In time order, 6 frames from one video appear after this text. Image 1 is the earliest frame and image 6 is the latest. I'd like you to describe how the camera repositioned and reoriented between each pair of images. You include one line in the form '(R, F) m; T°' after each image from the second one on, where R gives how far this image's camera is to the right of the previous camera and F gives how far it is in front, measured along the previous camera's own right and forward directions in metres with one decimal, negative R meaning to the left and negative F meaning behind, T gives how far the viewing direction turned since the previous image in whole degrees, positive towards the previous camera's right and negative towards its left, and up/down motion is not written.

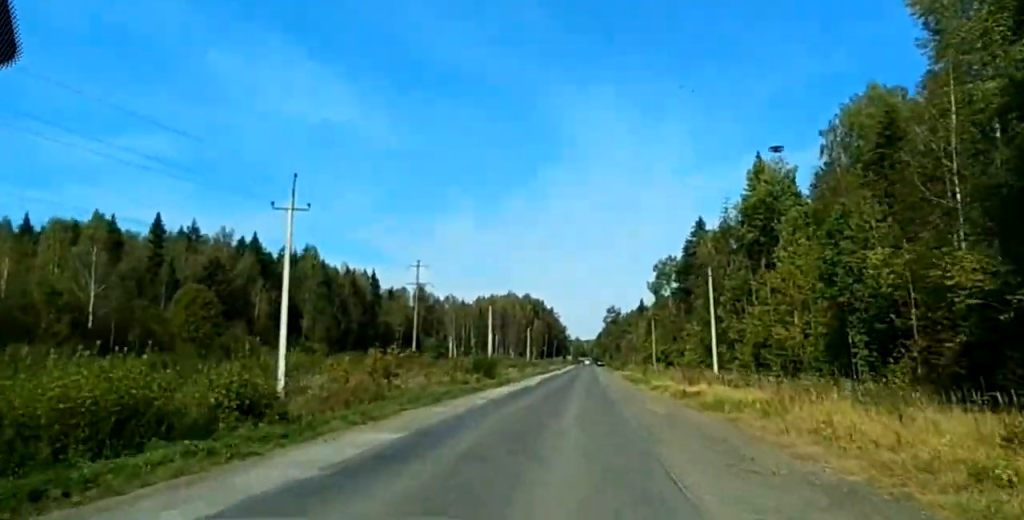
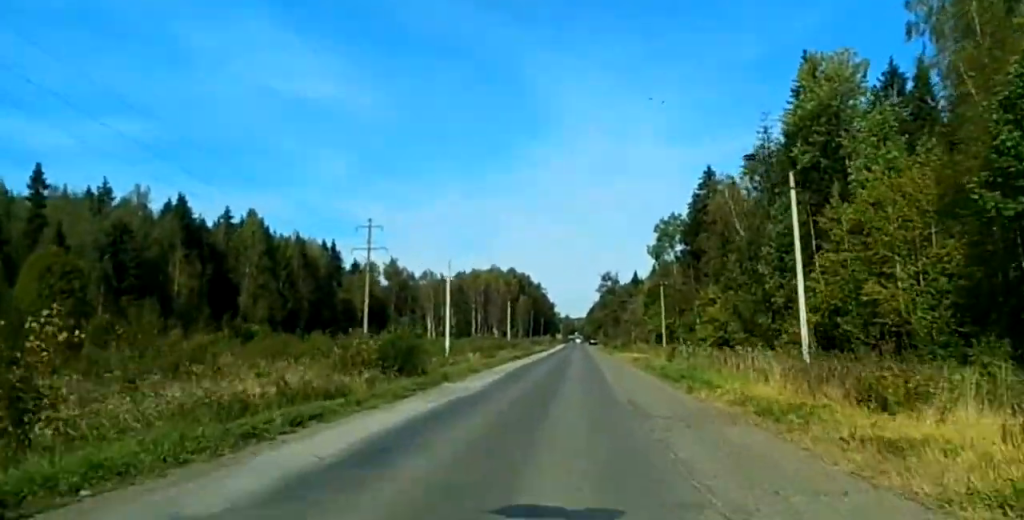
(+0.3, +30.4) m; 0°
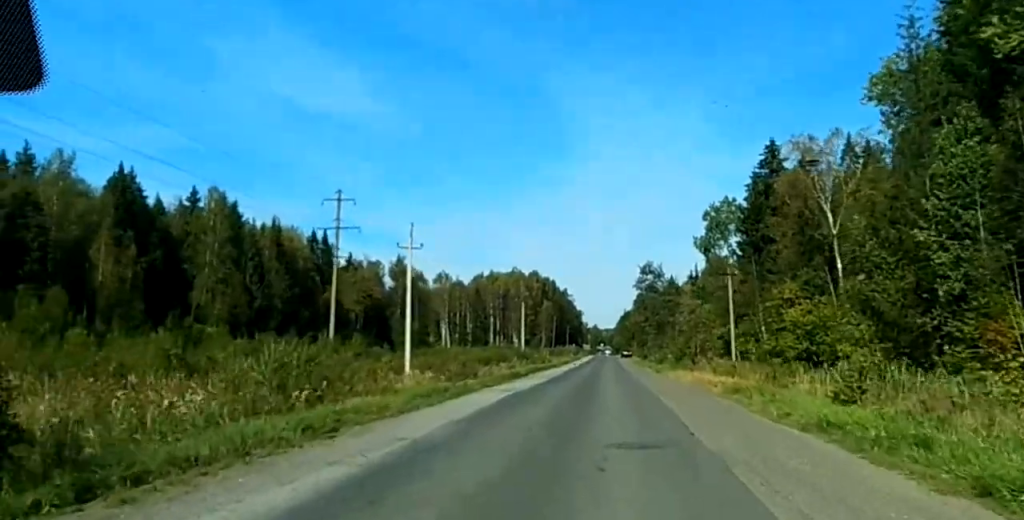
(-0.3, +32.3) m; 0°
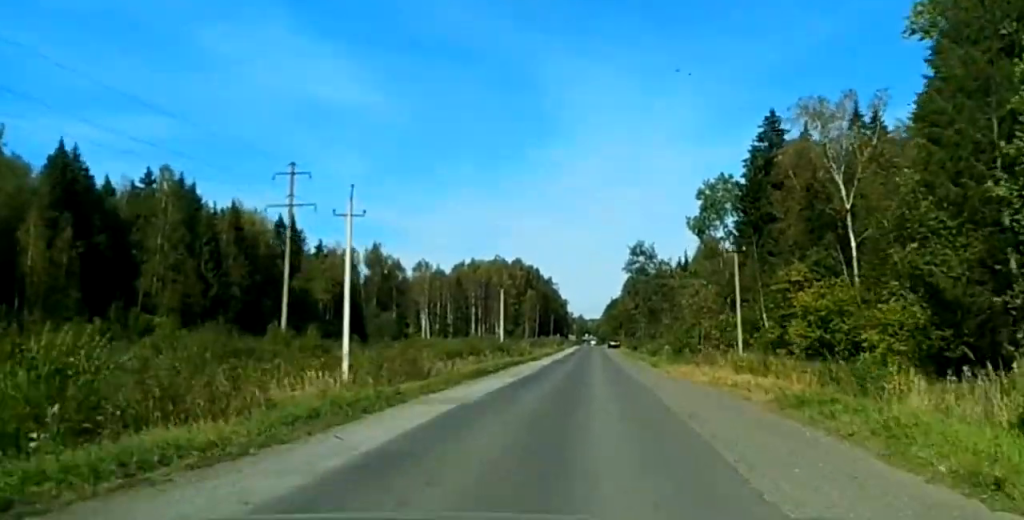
(0.0, +10.7) m; 0°
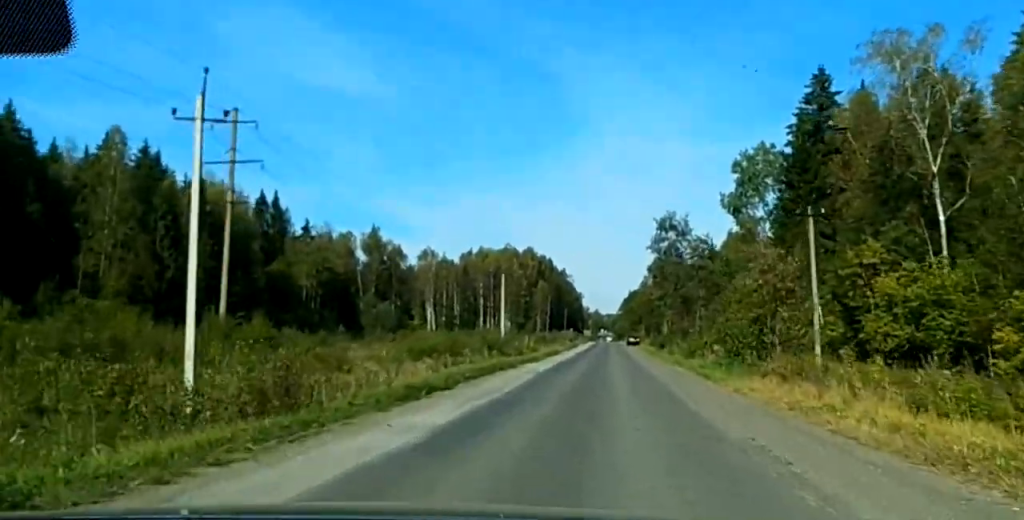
(+0.2, +18.8) m; 0°
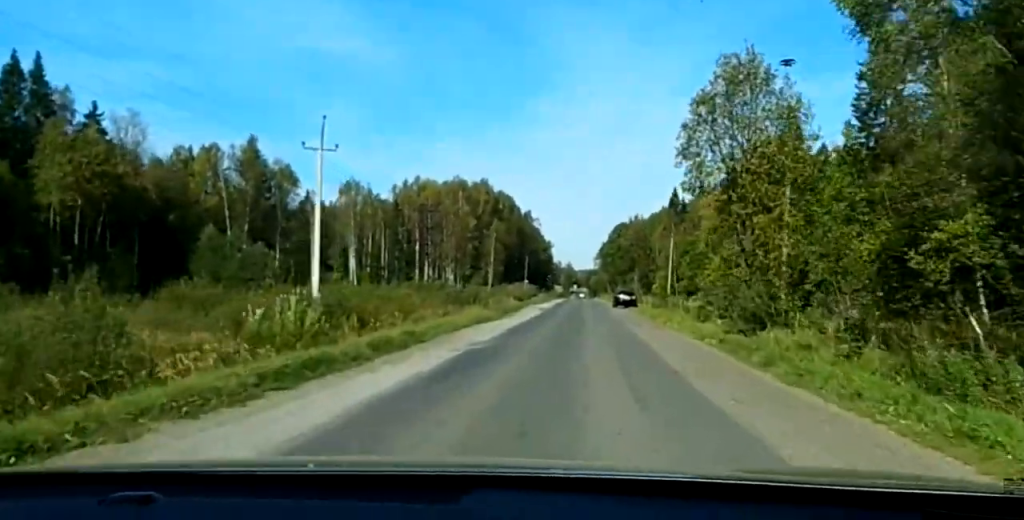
(+0.4, +63.5) m; +2°
